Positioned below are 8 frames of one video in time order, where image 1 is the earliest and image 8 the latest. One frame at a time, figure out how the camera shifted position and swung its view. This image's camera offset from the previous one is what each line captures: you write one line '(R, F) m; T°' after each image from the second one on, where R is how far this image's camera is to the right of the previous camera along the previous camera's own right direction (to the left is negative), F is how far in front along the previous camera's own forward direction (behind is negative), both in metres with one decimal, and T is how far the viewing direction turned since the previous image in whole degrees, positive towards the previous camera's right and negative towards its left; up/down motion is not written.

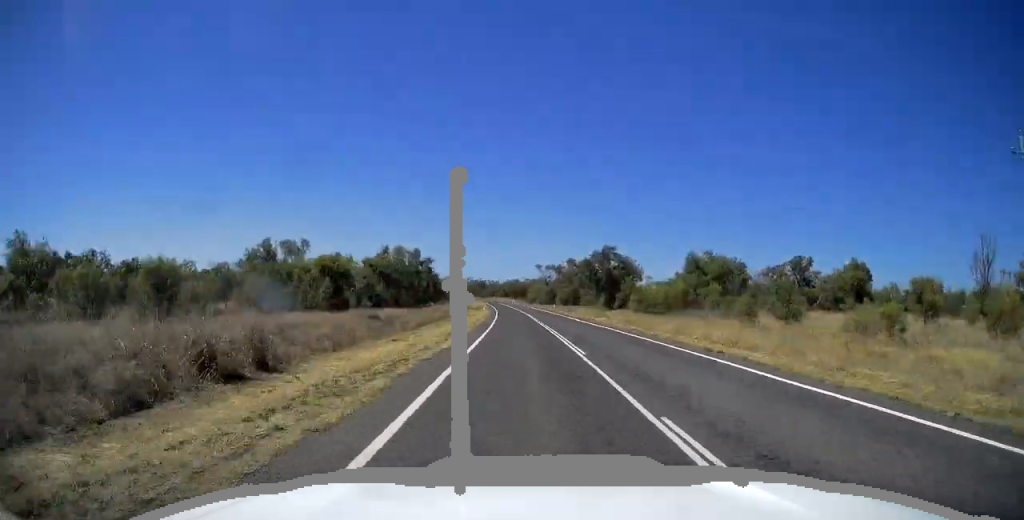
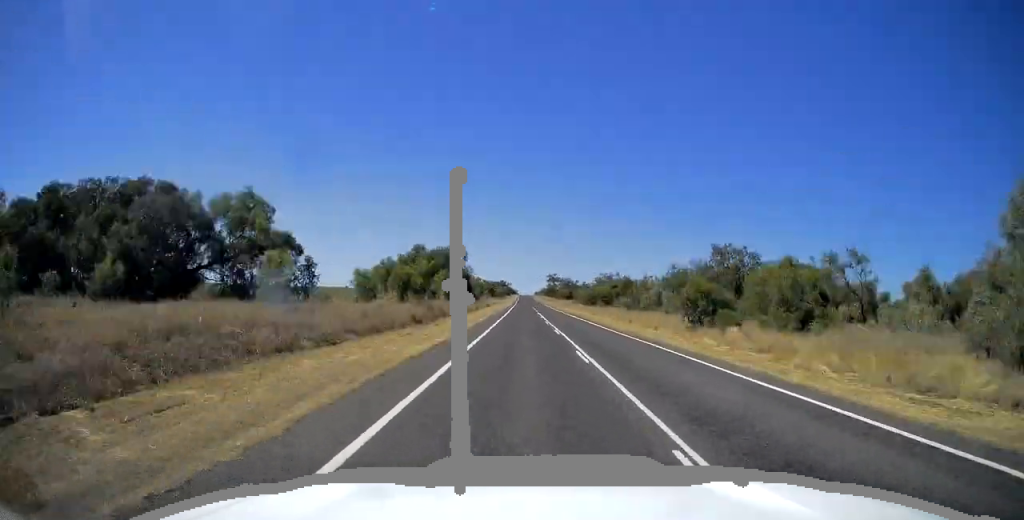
(-57.8, +473.7) m; -11°
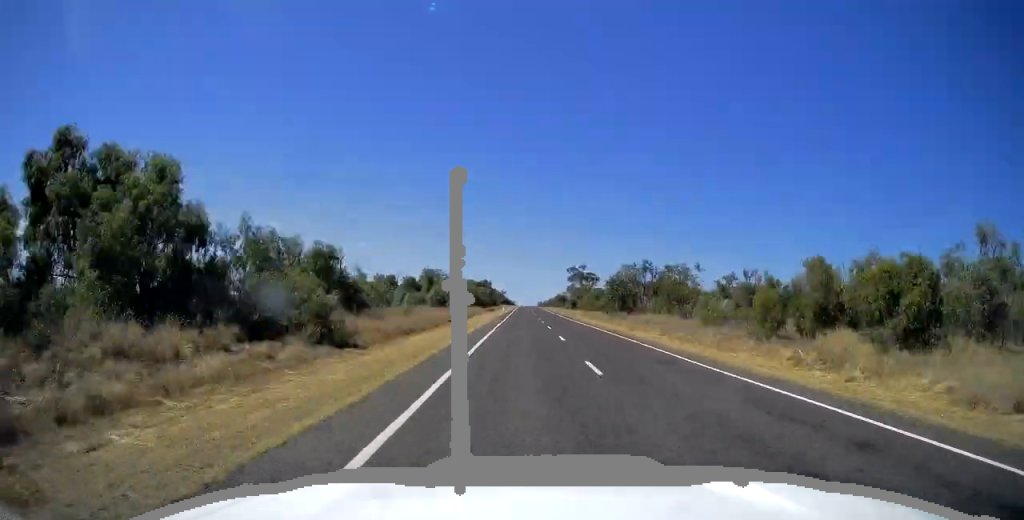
(-2.9, +226.0) m; -1°
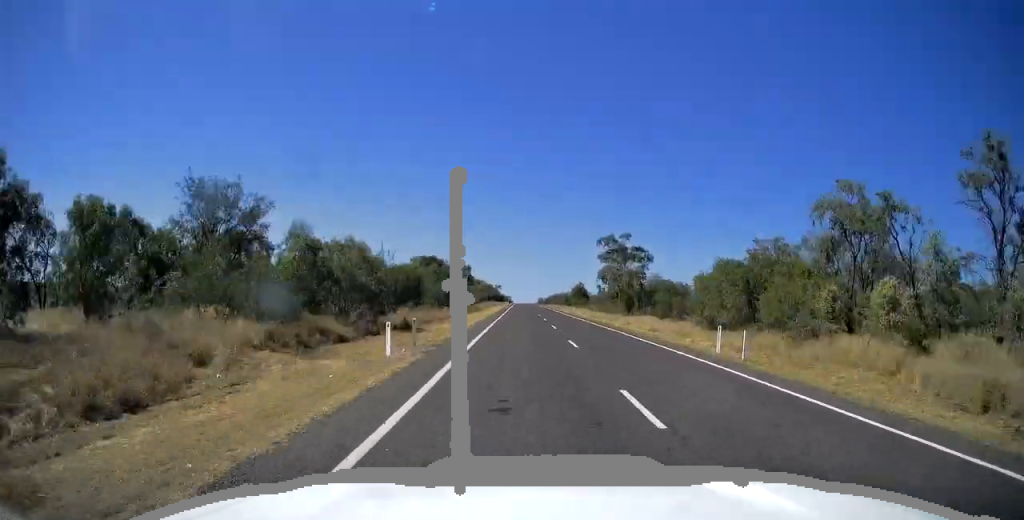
(0.0, +108.6) m; 0°
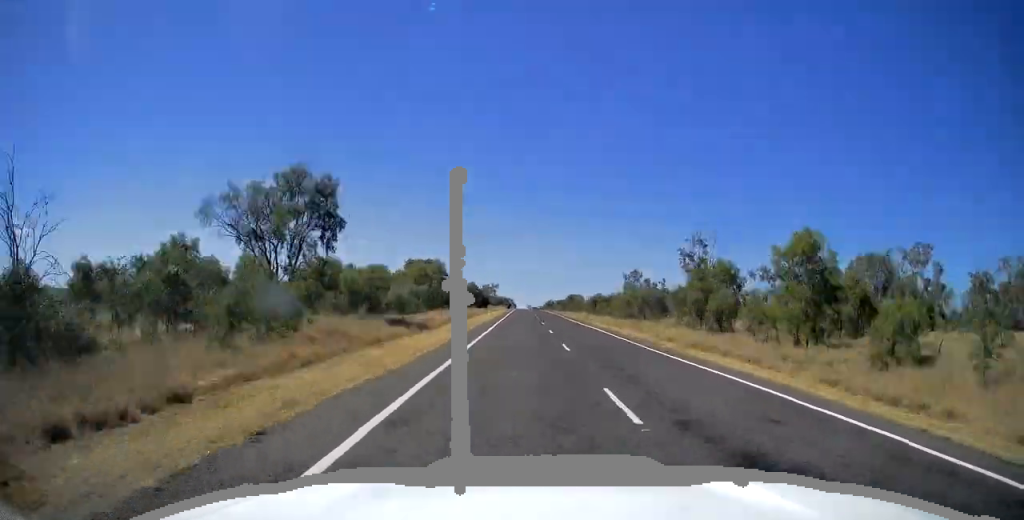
(0.0, +135.8) m; 0°
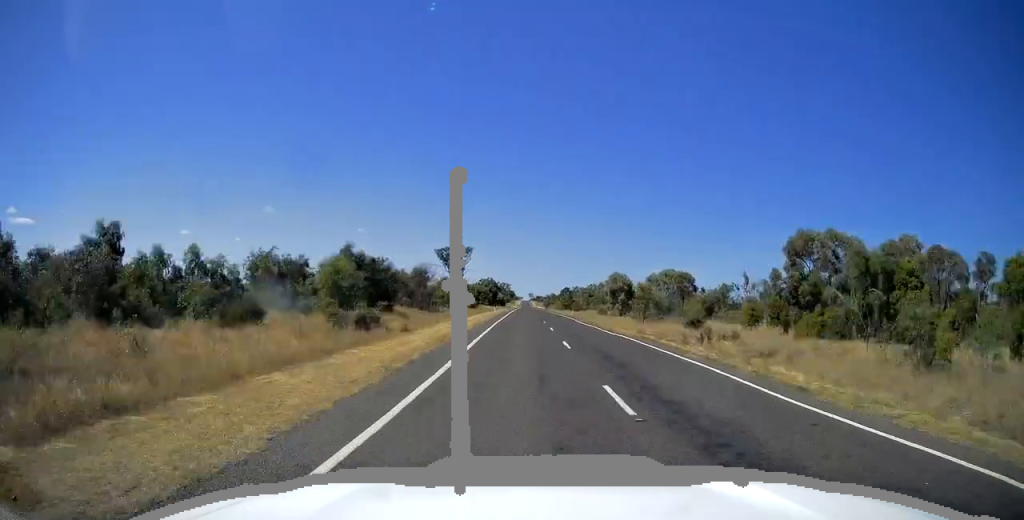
(-0.1, +271.8) m; 0°
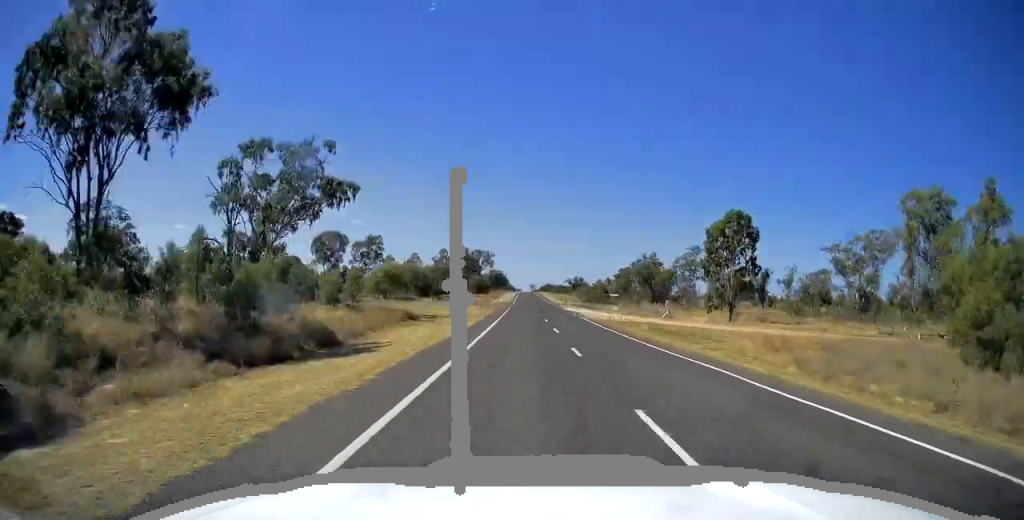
(-0.1, +326.2) m; 0°
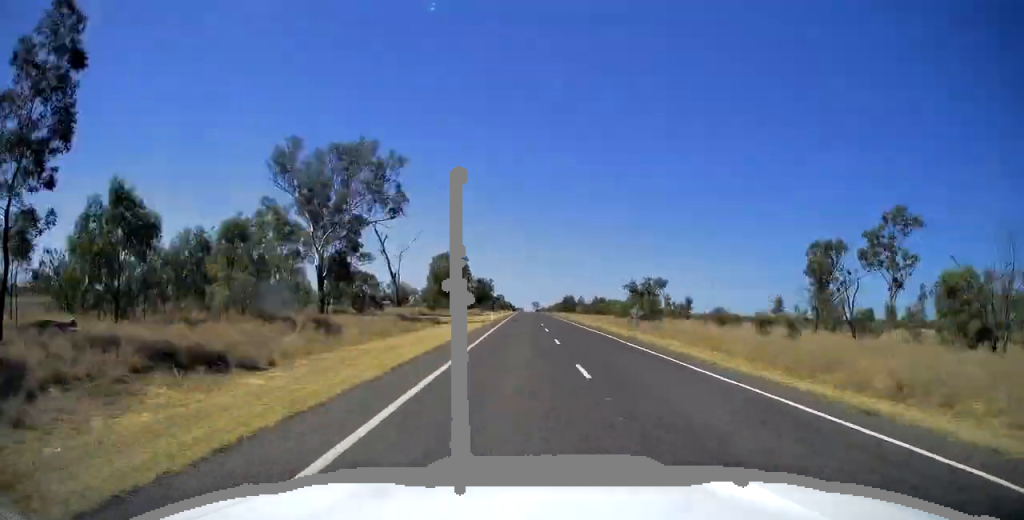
(0.0, +199.2) m; 0°
